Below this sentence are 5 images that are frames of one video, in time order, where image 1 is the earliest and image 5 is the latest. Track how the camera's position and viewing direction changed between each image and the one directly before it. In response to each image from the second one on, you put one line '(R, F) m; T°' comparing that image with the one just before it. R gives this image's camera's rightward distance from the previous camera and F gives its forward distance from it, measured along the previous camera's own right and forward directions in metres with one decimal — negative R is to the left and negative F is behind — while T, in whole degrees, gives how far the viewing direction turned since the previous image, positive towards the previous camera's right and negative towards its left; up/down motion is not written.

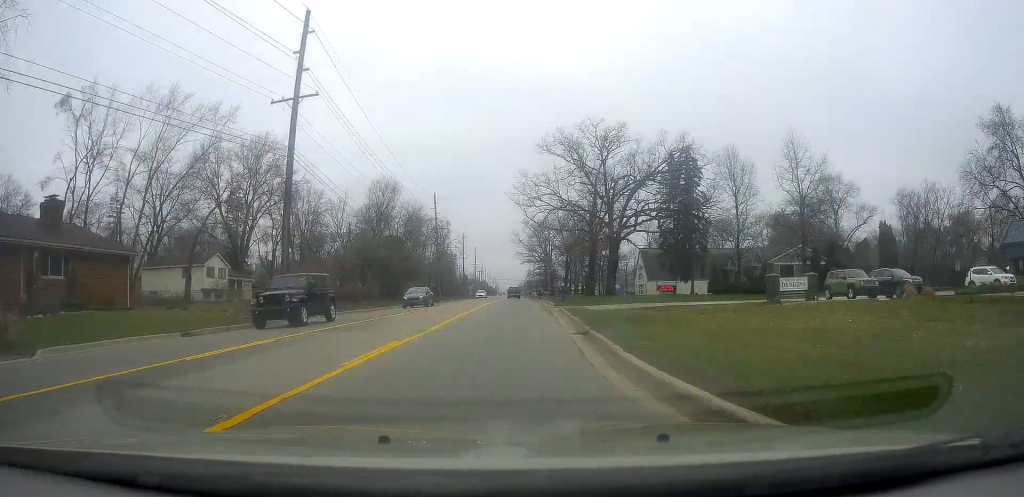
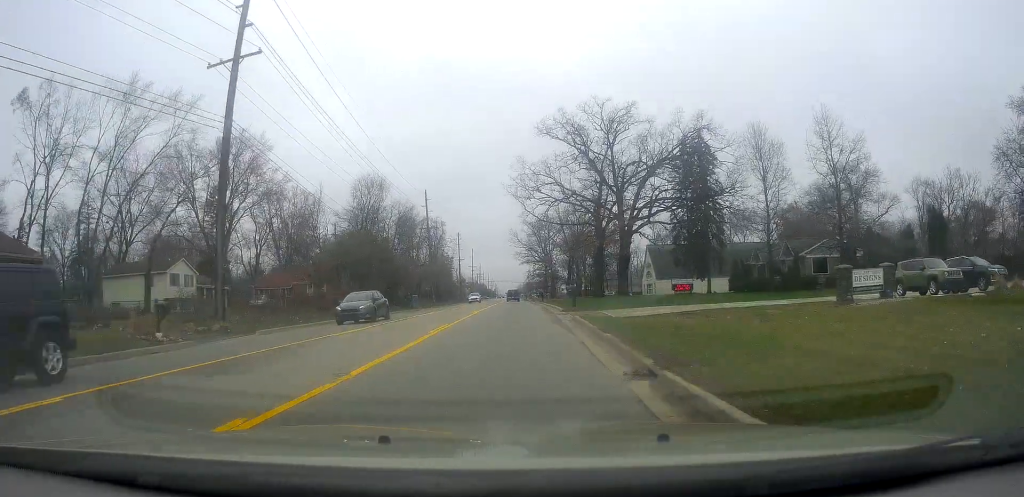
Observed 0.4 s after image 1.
(+0.1, +7.3) m; -1°
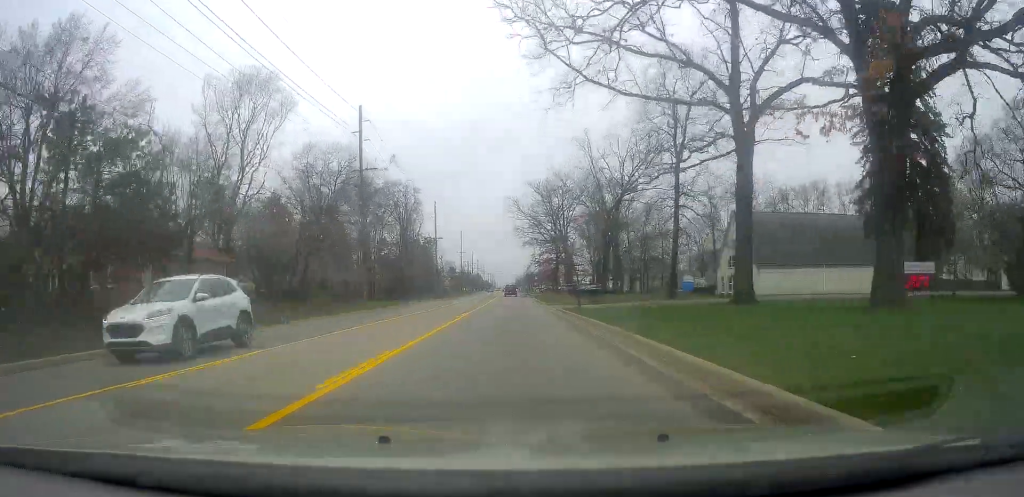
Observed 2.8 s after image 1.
(-2.0, +40.1) m; -1°
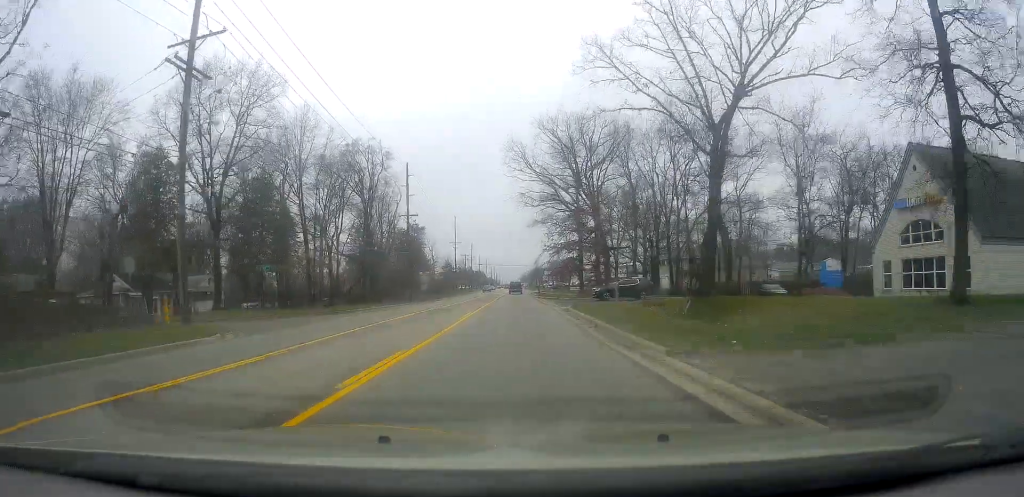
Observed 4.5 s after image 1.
(+0.8, +30.3) m; +1°
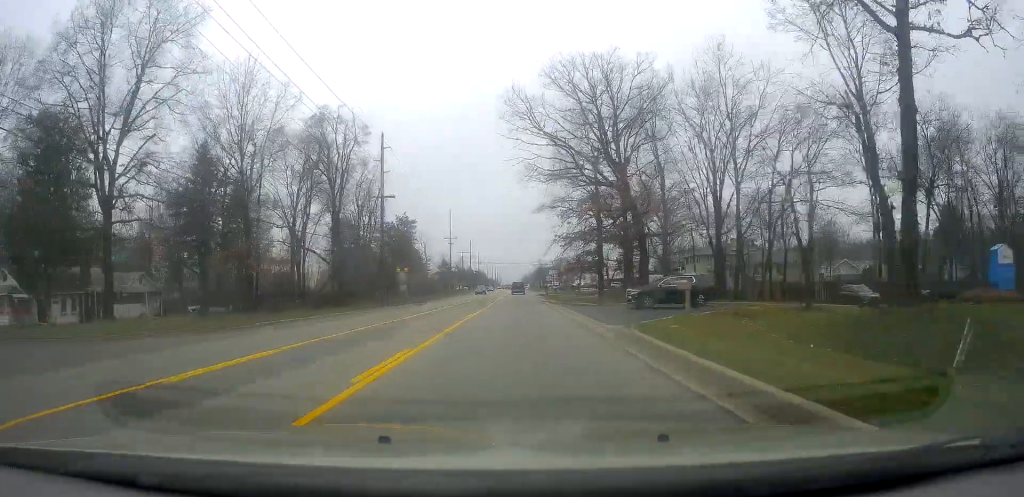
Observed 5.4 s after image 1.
(+0.1, +15.2) m; +1°
